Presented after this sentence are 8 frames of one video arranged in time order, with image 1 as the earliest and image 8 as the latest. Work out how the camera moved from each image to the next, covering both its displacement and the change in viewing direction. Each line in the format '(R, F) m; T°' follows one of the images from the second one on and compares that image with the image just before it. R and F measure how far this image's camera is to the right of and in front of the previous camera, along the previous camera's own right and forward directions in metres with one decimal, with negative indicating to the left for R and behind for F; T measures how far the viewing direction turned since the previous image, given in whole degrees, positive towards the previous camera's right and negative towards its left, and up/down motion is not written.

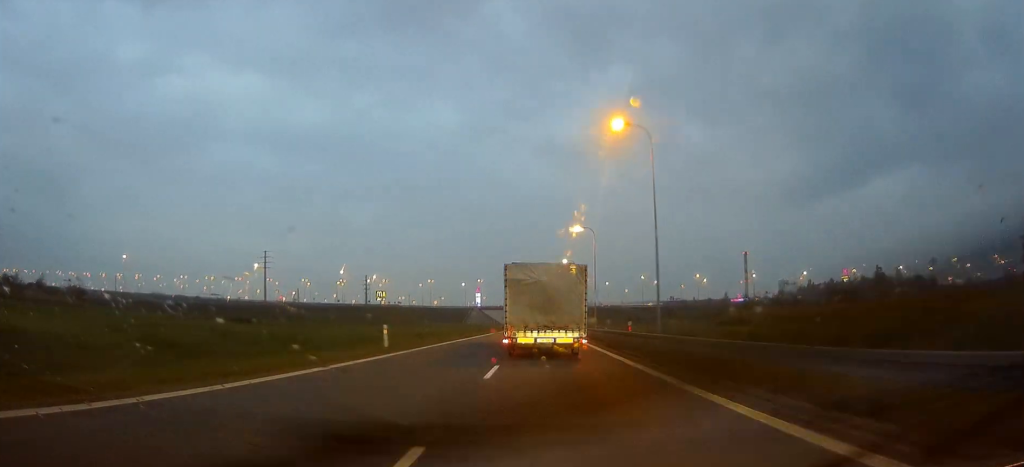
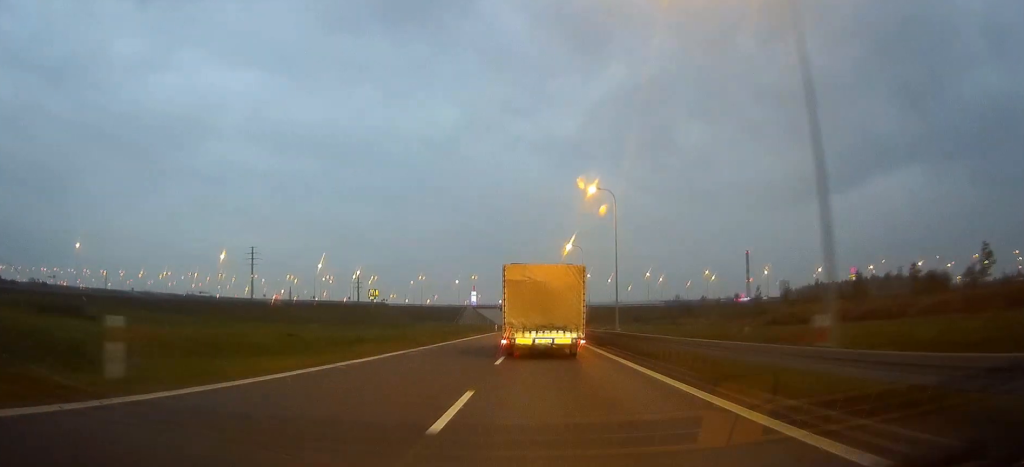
(+0.1, +19.3) m; 0°
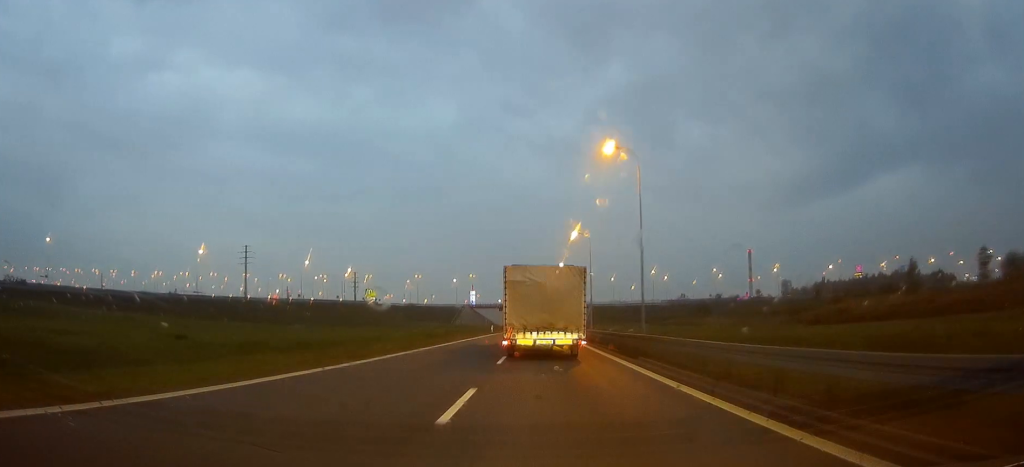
(0.0, +11.3) m; 0°
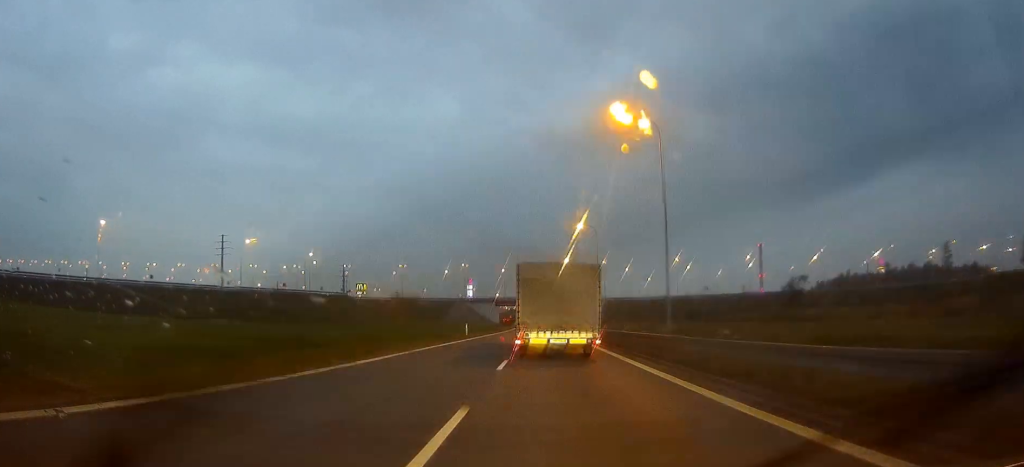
(-0.1, +38.4) m; 0°
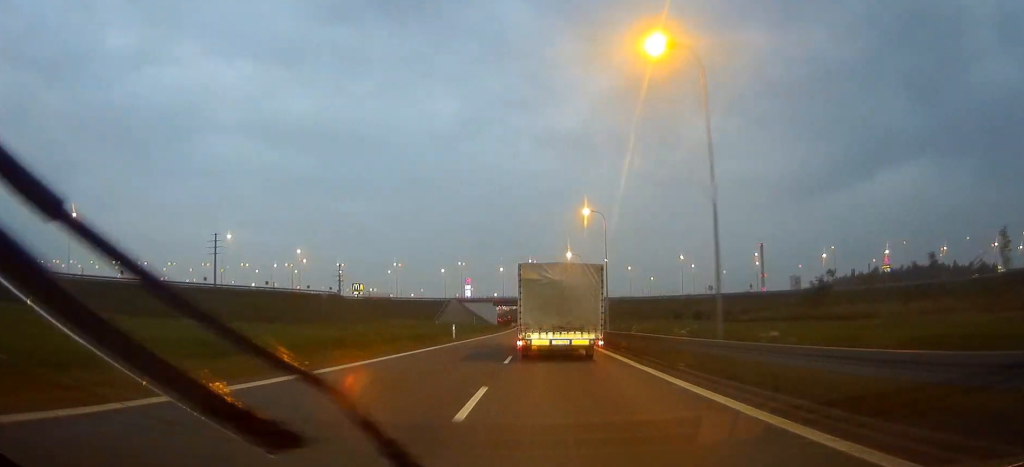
(0.0, +8.0) m; 0°
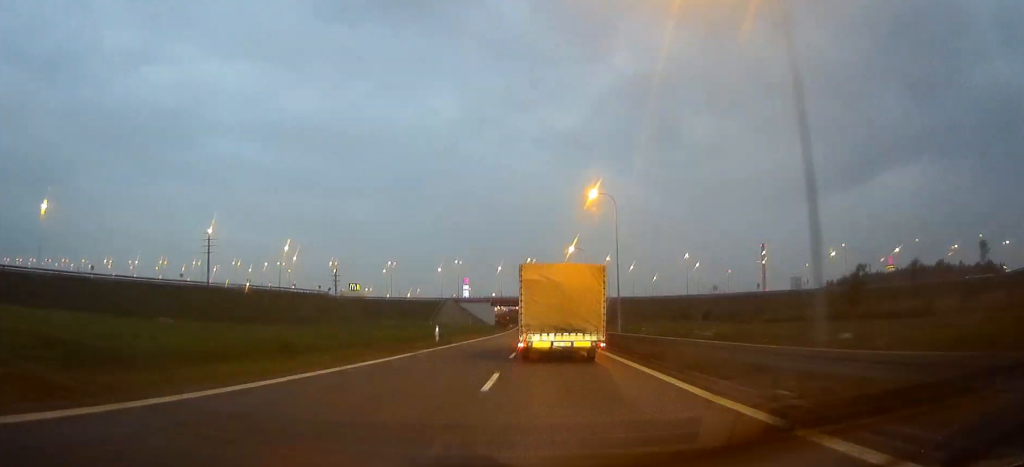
(0.0, +7.1) m; 0°
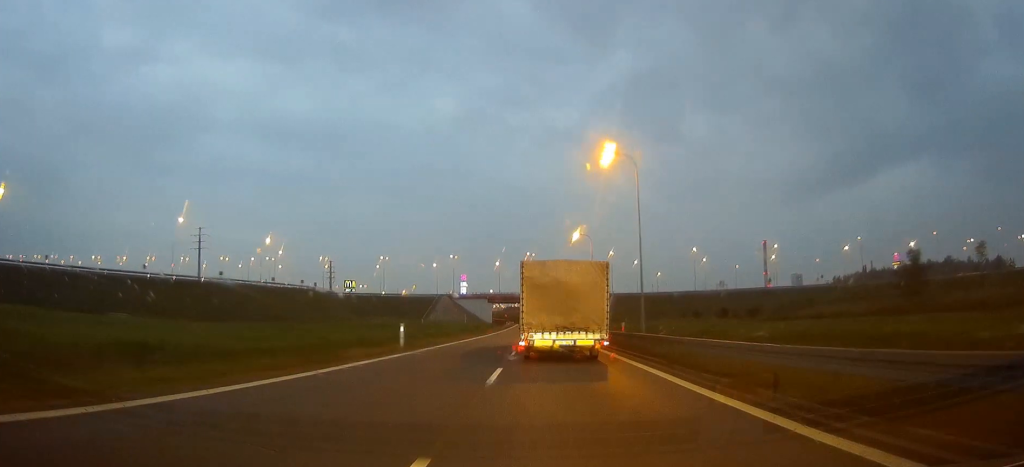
(0.0, +9.2) m; 0°
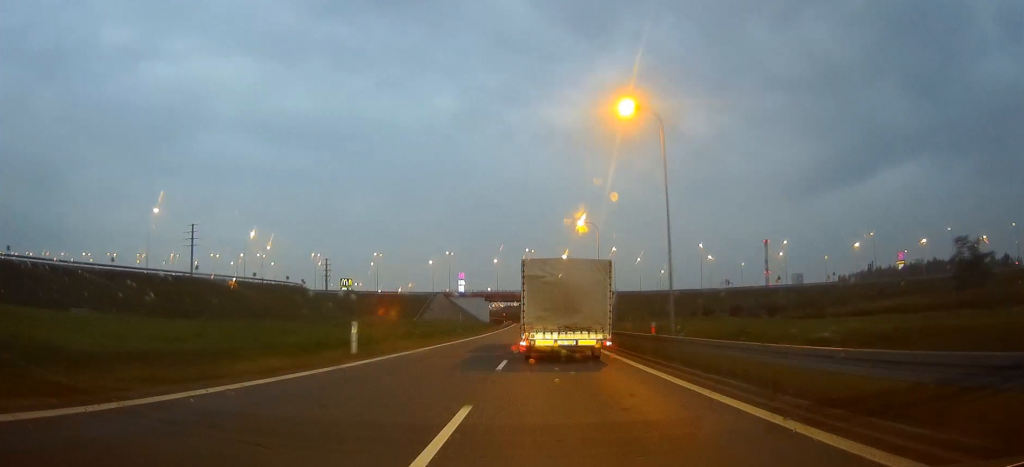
(0.0, +6.4) m; 0°
